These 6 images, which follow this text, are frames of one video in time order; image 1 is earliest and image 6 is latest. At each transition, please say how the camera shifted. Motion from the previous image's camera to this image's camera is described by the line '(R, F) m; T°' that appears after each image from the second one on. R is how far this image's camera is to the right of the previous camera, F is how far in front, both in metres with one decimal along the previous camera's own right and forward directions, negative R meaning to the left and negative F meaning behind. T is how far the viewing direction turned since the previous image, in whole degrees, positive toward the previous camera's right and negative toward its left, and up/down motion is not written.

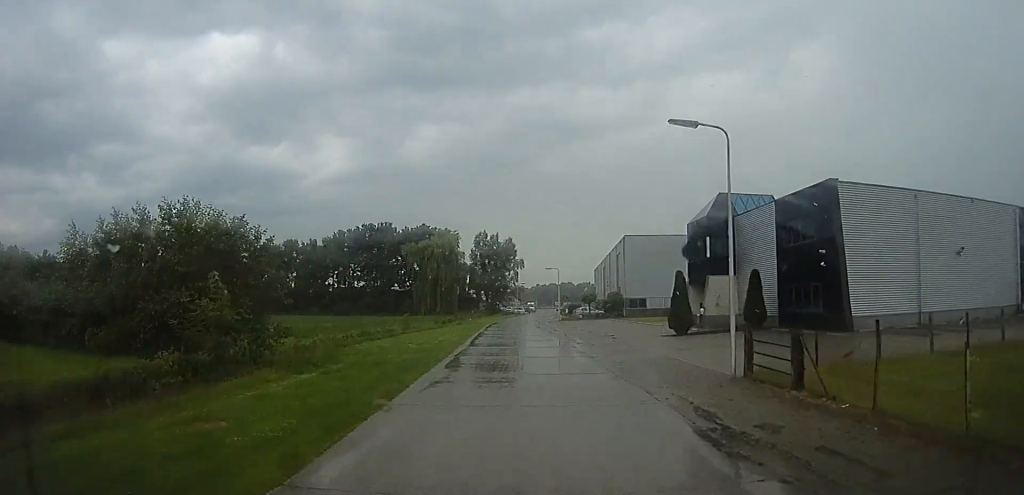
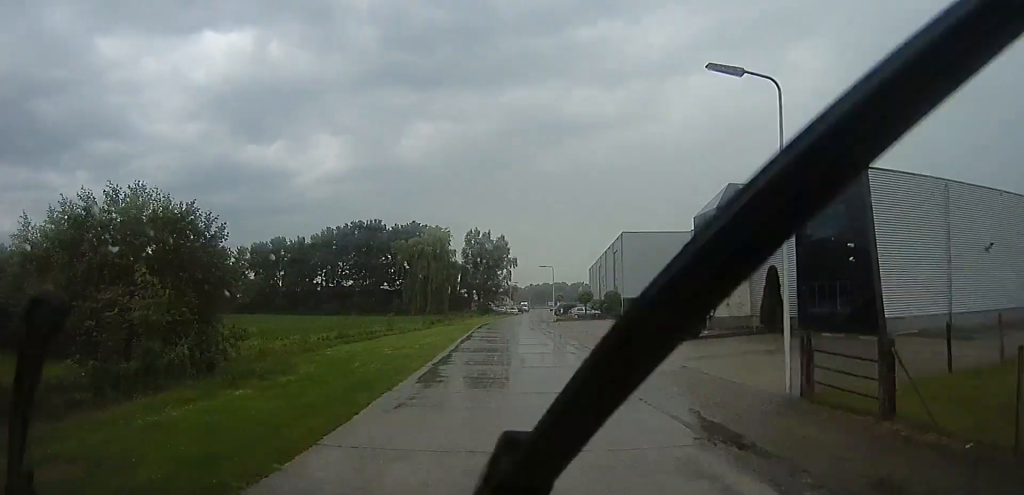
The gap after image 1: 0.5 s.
(0.0, +3.1) m; 0°
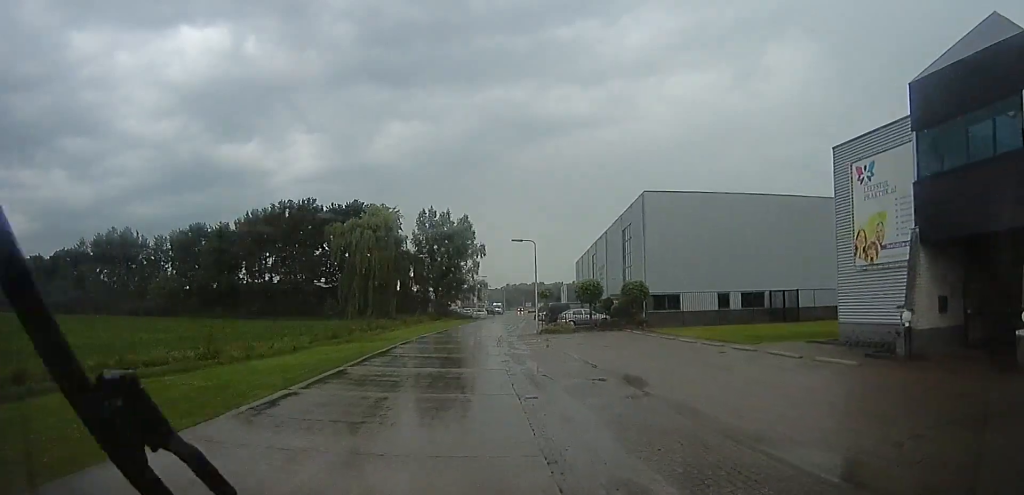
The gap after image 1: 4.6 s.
(0.0, +23.3) m; 0°
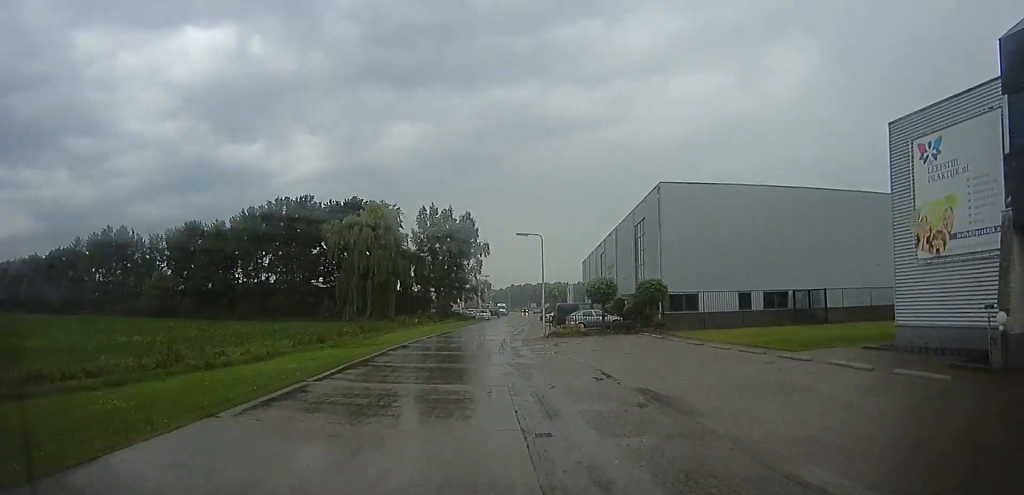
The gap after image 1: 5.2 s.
(0.0, +3.1) m; 0°
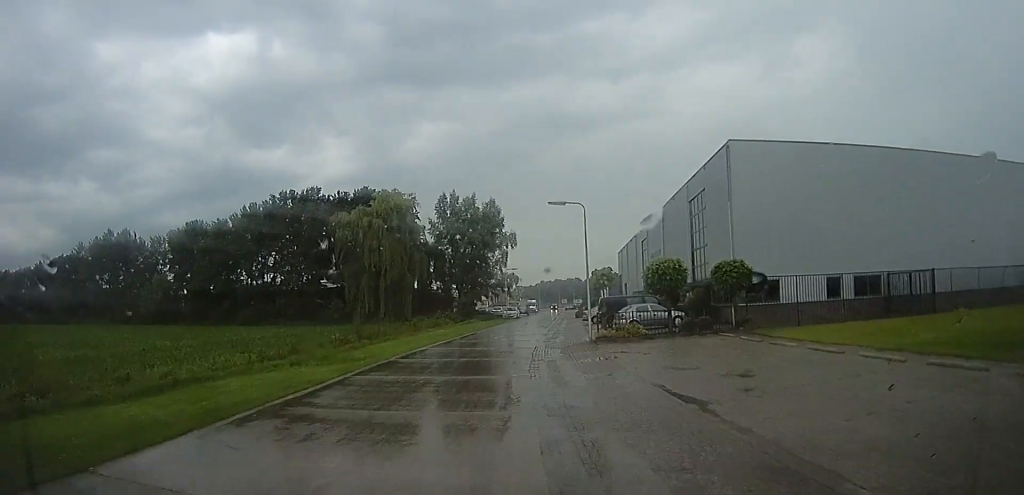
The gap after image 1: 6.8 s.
(0.0, +8.0) m; 0°
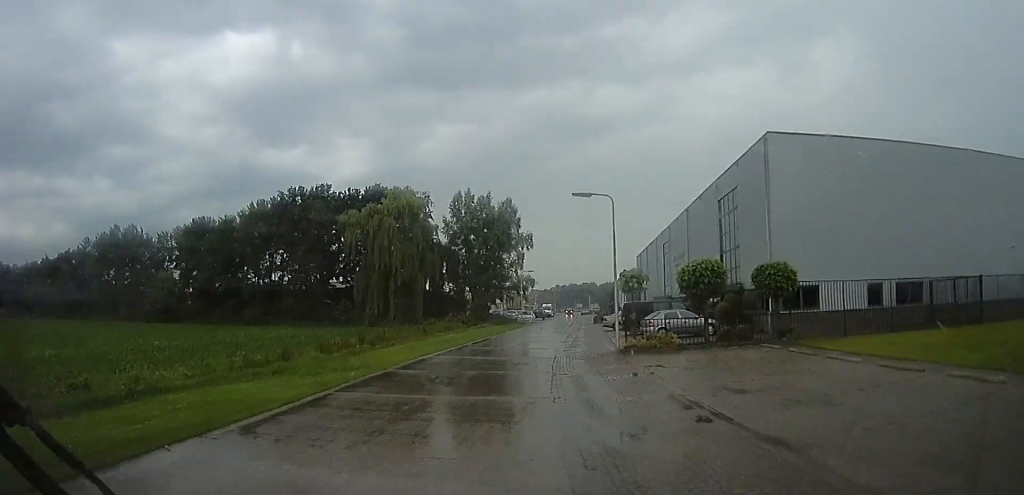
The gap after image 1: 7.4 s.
(0.0, +2.5) m; 0°
